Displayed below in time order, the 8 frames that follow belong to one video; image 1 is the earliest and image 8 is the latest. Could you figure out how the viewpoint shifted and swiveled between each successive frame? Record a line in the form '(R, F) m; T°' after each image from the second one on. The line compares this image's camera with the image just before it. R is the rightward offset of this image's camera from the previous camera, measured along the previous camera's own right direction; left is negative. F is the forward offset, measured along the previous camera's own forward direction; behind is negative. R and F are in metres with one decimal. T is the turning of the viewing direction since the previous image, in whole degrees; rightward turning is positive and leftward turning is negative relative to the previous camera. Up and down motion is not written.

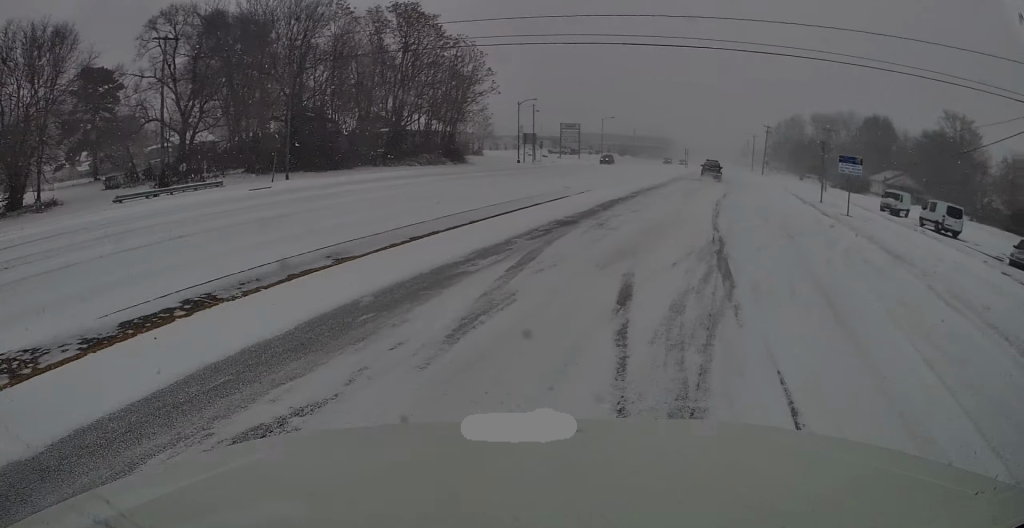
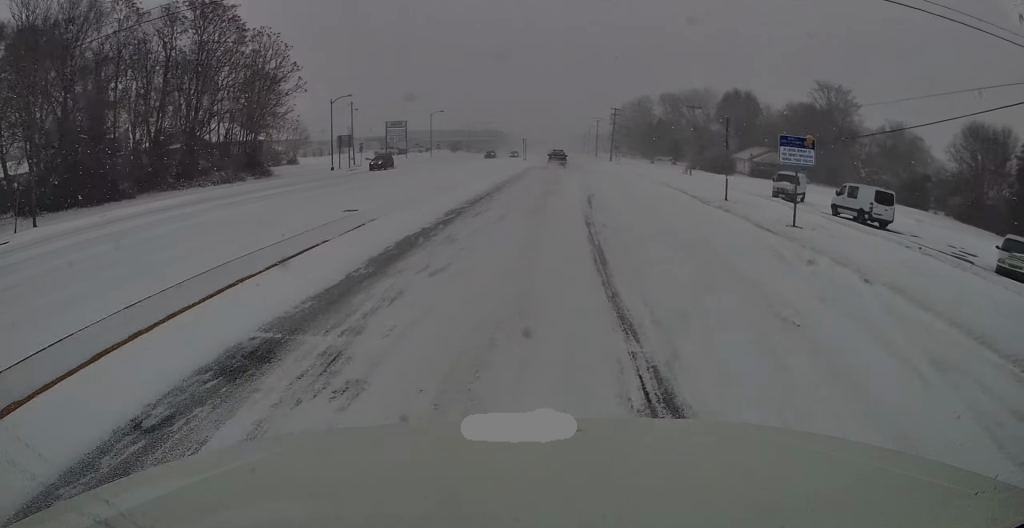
(+2.0, +9.6) m; +16°
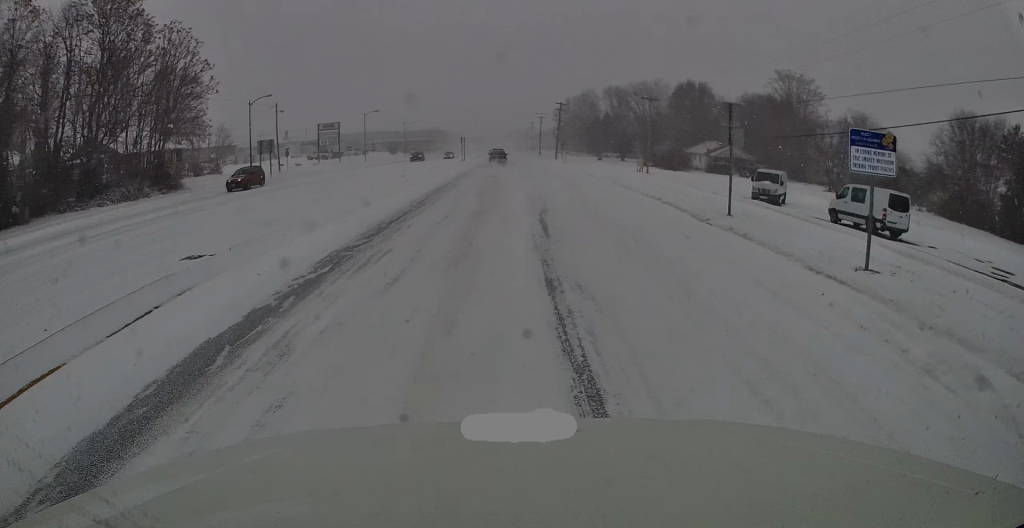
(+0.3, +6.2) m; +3°
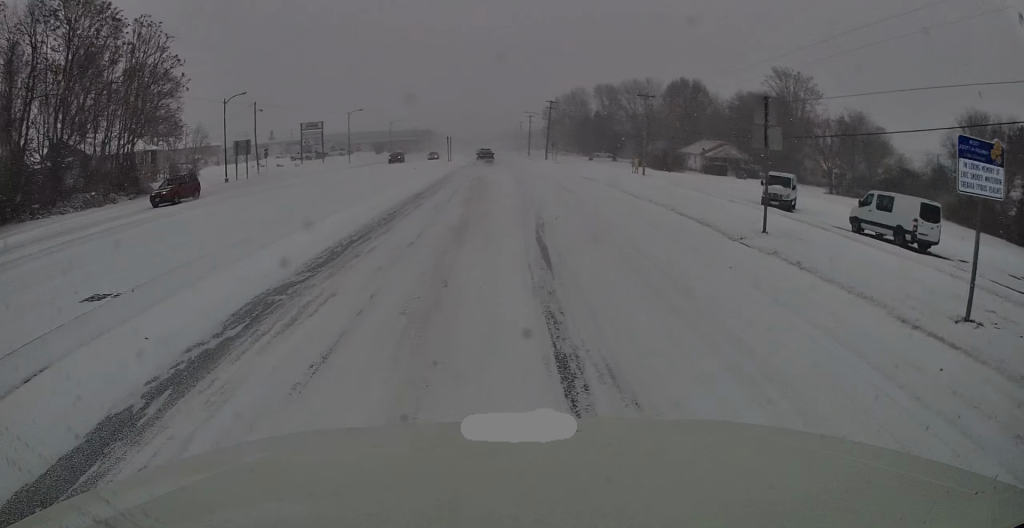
(0.0, +3.0) m; 0°
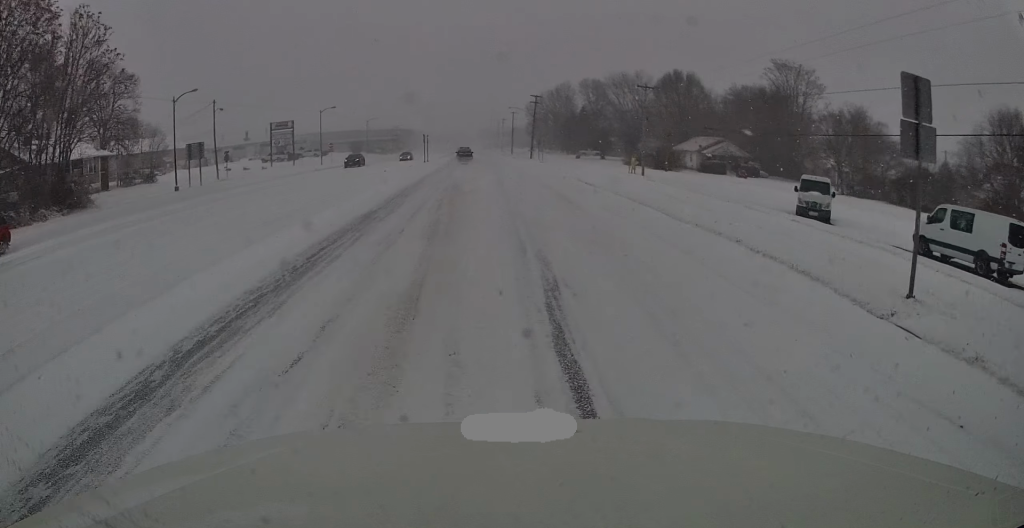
(0.0, +6.0) m; +1°
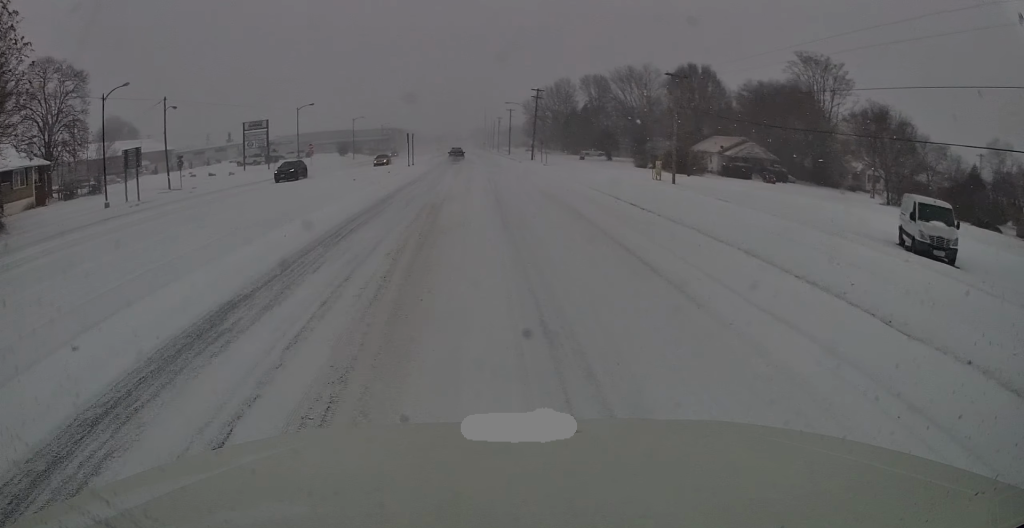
(+0.2, +9.2) m; +3°
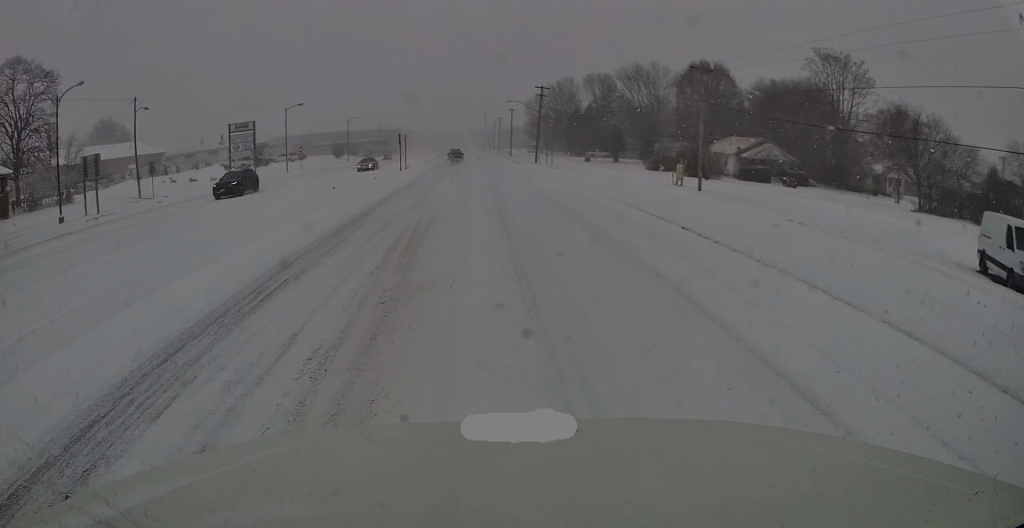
(0.0, +5.0) m; +2°
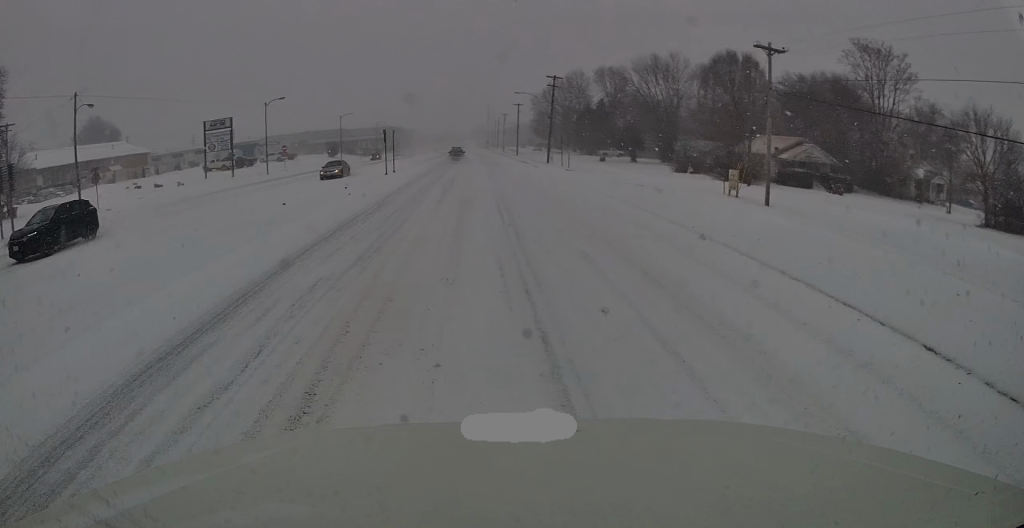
(+0.3, +8.8) m; 0°
